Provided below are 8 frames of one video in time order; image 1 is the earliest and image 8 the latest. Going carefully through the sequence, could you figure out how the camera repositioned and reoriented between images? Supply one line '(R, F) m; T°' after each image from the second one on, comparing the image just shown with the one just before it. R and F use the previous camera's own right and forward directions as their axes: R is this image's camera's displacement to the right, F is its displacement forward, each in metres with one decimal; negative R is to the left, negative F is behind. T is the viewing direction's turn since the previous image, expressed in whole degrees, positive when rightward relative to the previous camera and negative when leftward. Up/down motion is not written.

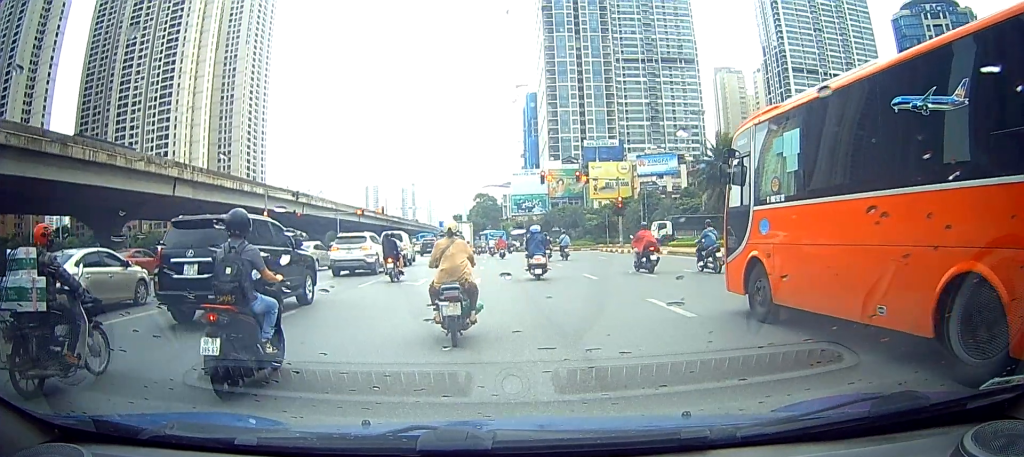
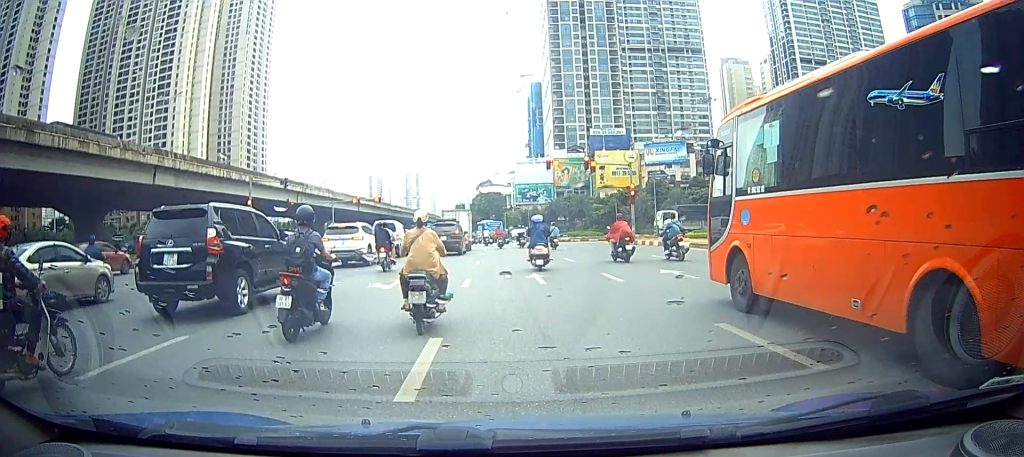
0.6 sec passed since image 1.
(0.0, +5.6) m; +2°
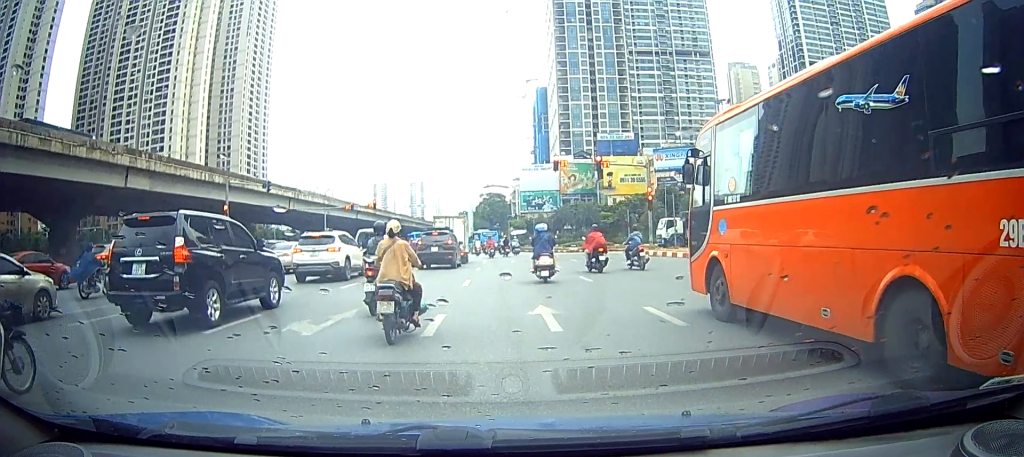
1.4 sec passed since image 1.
(+0.2, +7.2) m; +2°
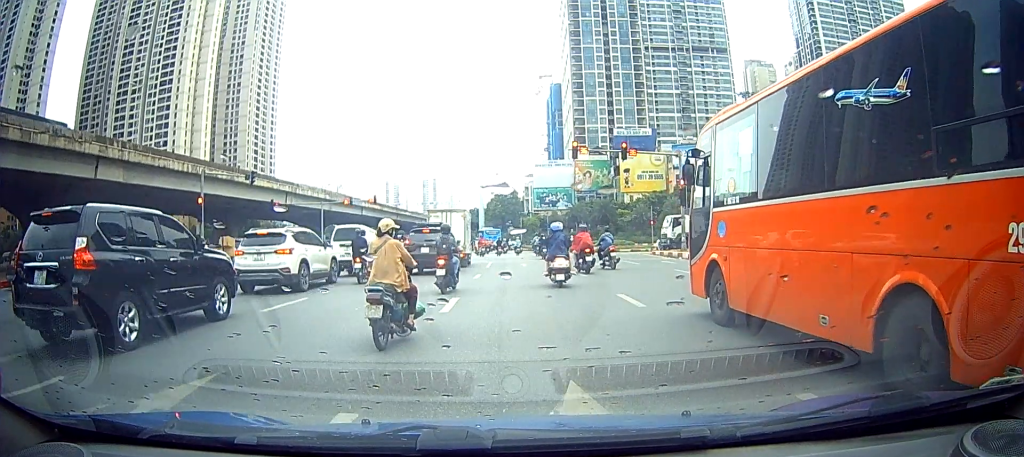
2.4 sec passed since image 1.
(0.0, +7.3) m; -1°
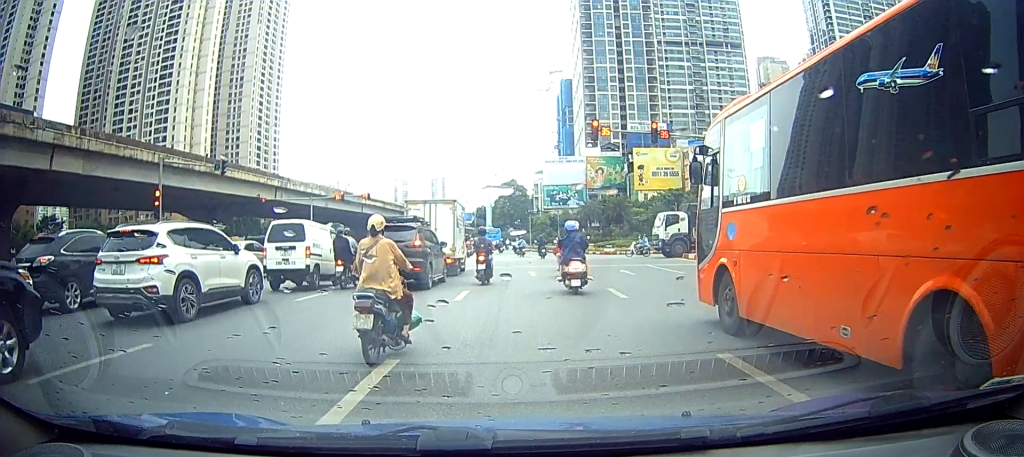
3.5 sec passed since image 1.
(-0.1, +8.6) m; 0°
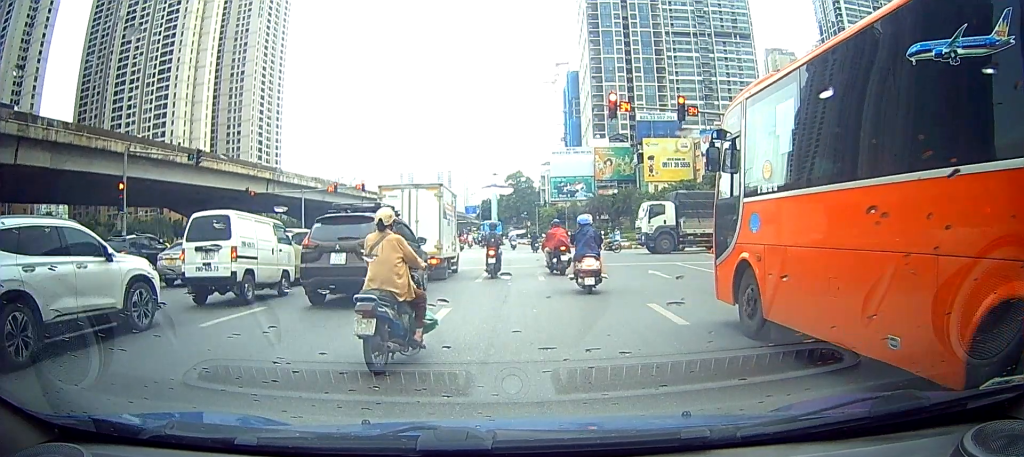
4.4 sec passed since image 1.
(0.0, +6.9) m; -1°
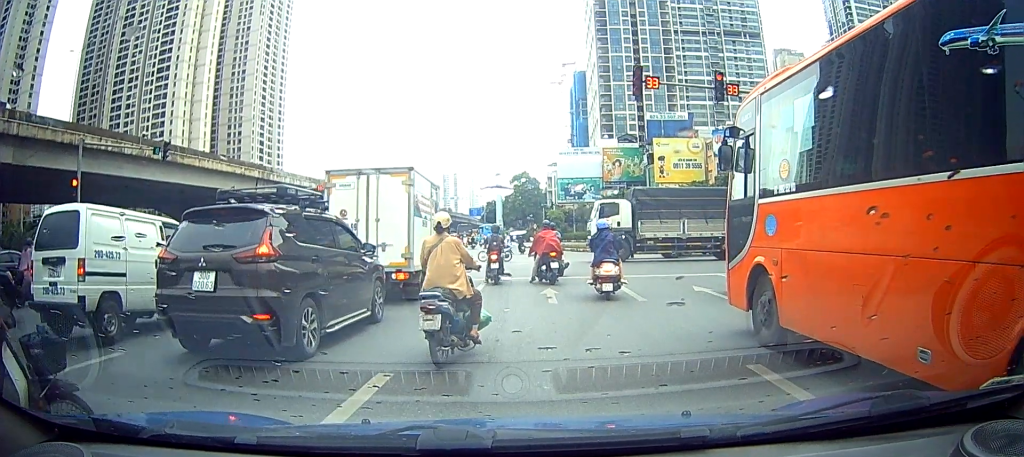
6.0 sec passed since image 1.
(-0.2, +8.8) m; -2°
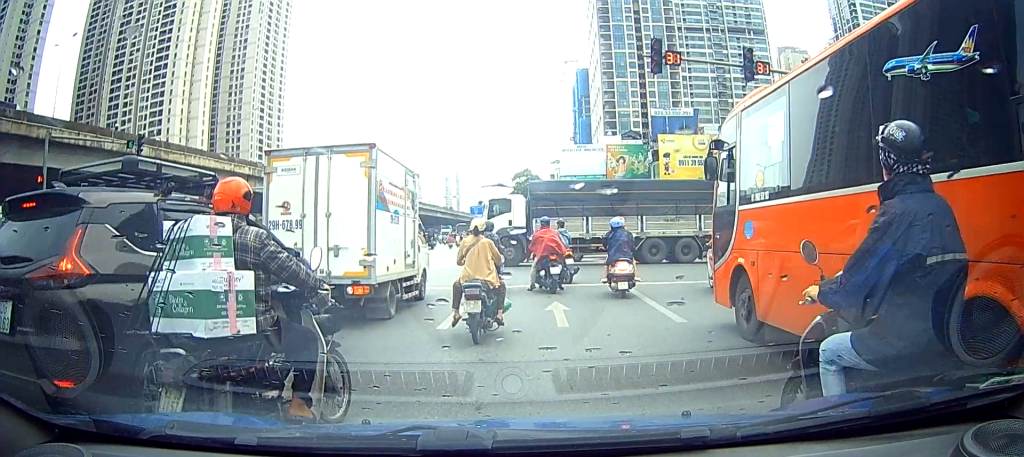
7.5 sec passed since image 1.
(-0.1, +8.2) m; -1°
